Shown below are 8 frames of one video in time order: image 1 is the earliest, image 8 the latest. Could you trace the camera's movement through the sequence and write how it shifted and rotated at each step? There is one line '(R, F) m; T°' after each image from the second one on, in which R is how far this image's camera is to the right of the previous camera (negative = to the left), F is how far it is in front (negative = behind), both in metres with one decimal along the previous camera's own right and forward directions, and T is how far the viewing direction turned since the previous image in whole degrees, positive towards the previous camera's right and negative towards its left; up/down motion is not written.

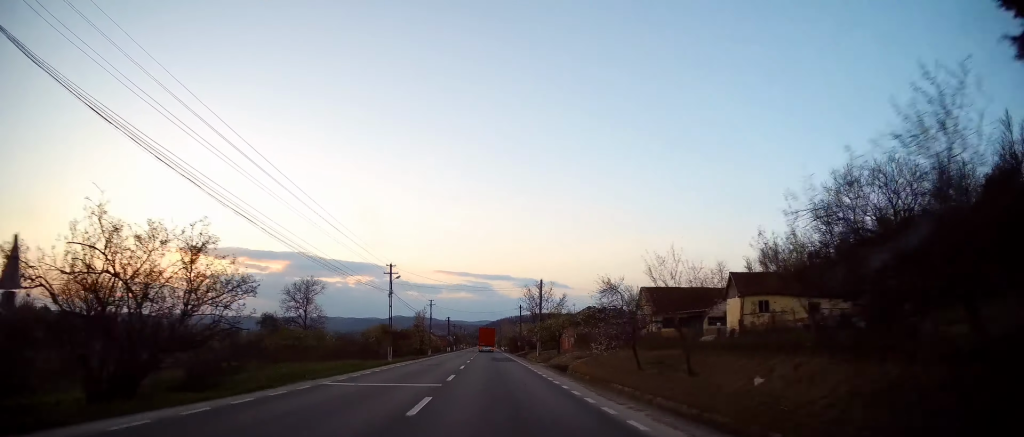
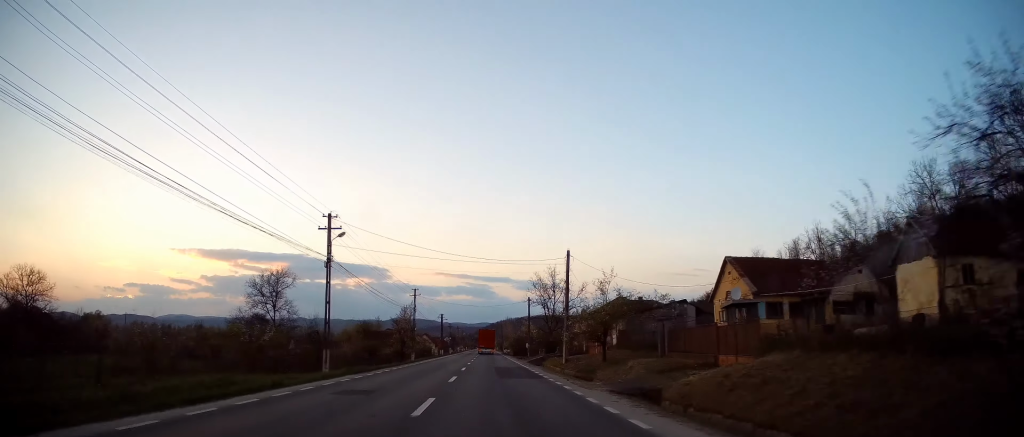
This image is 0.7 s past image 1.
(+0.2, +17.8) m; +2°
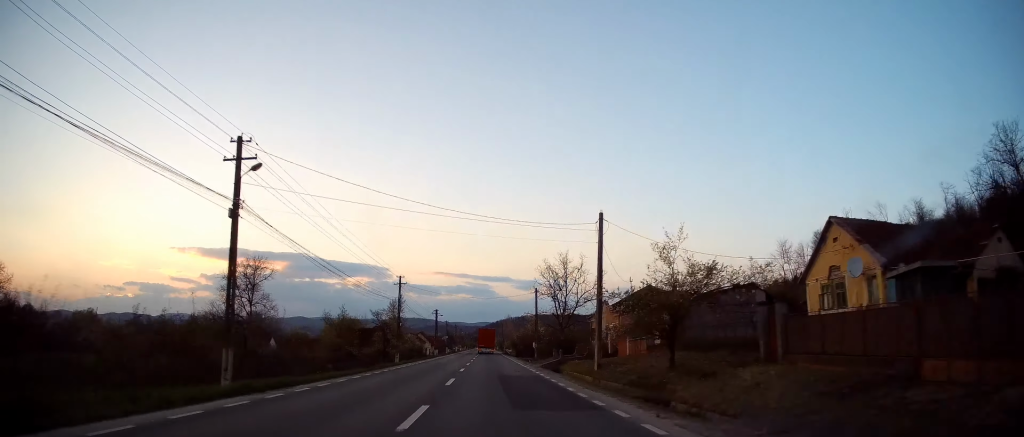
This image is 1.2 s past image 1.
(+0.1, +10.6) m; 0°
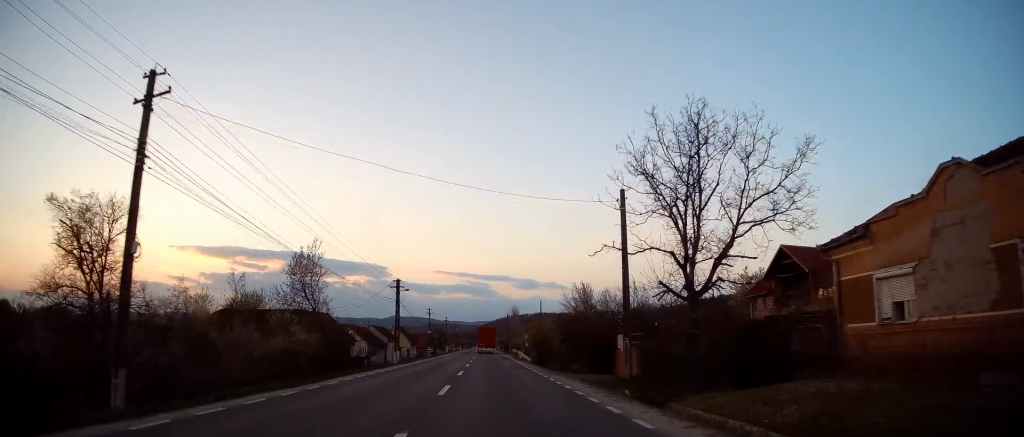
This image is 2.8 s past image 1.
(0.0, +39.2) m; -1°
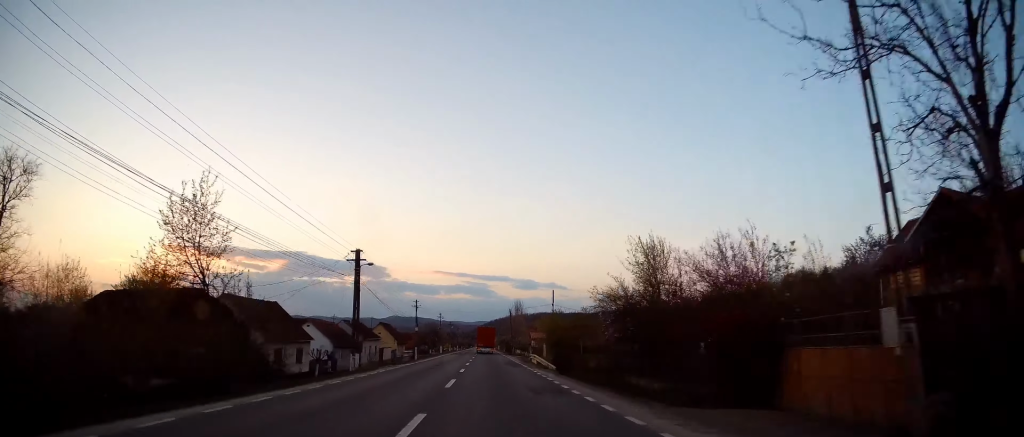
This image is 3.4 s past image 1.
(-0.1, +15.6) m; 0°
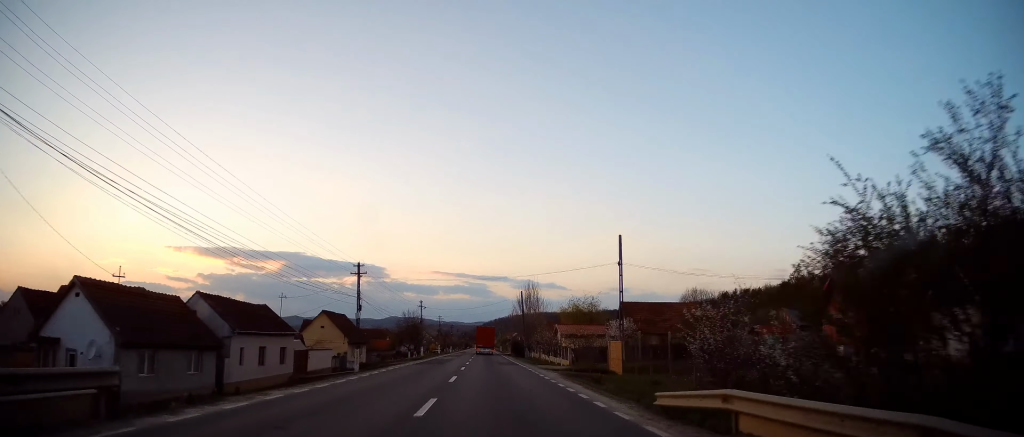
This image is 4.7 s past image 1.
(+0.3, +32.8) m; +1°
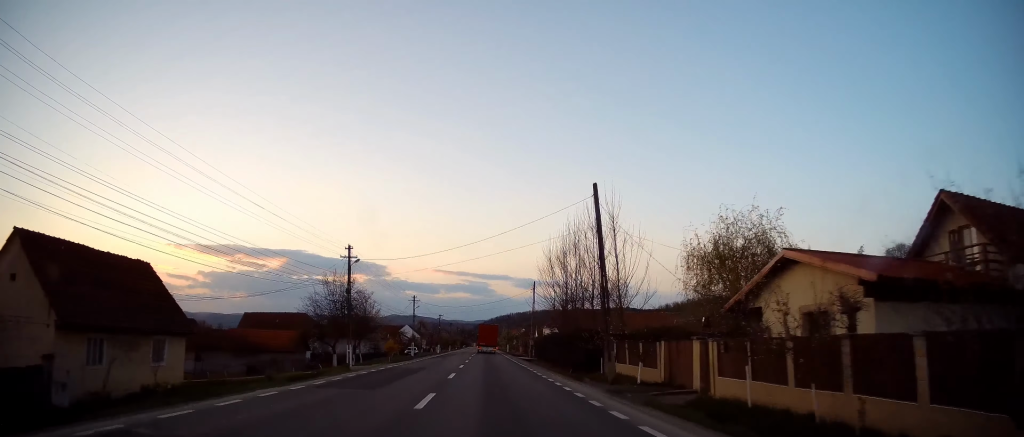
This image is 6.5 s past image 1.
(+0.1, +43.6) m; 0°
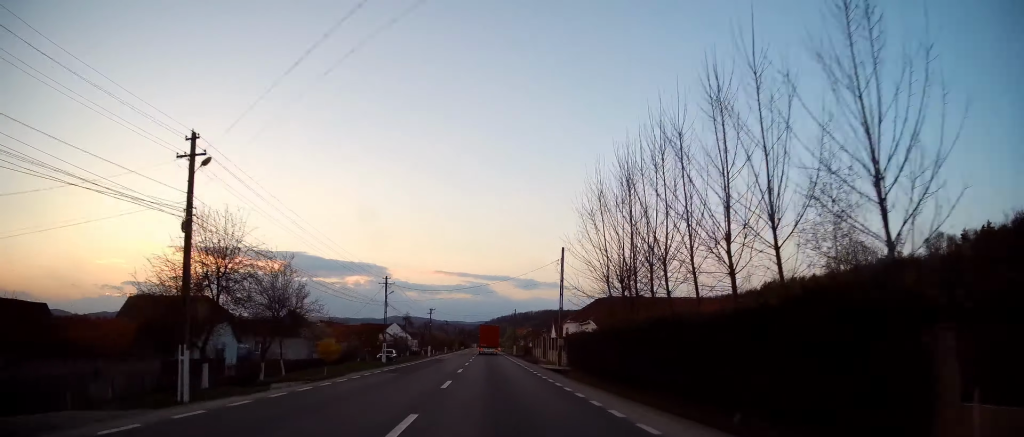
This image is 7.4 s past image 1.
(-0.1, +21.5) m; 0°
